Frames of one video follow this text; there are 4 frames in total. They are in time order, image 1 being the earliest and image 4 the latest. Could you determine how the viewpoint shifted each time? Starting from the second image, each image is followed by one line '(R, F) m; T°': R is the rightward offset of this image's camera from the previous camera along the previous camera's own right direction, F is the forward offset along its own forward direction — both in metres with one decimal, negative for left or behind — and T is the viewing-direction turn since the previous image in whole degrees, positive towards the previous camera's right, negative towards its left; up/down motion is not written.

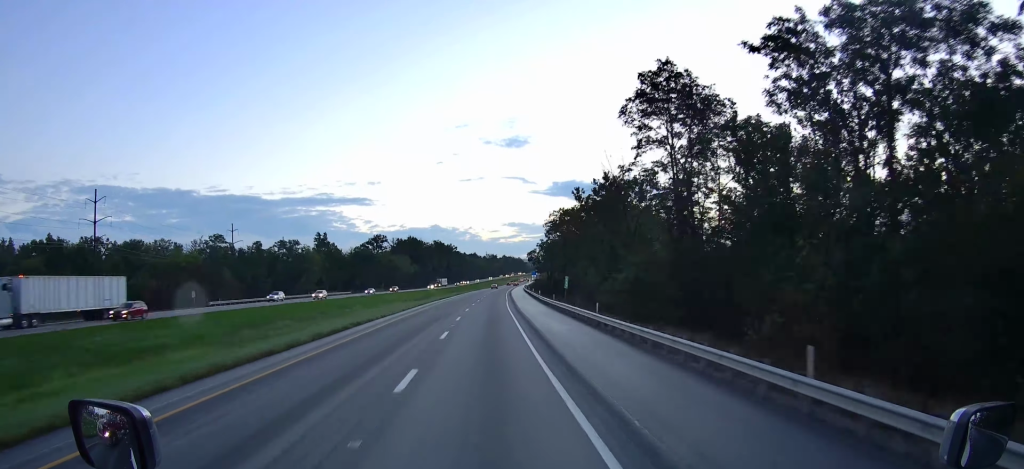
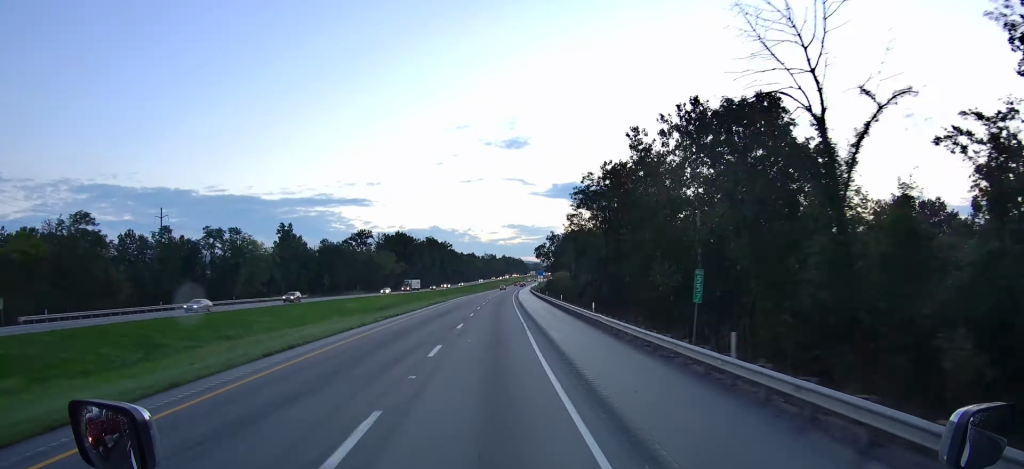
(+0.4, +42.2) m; +1°
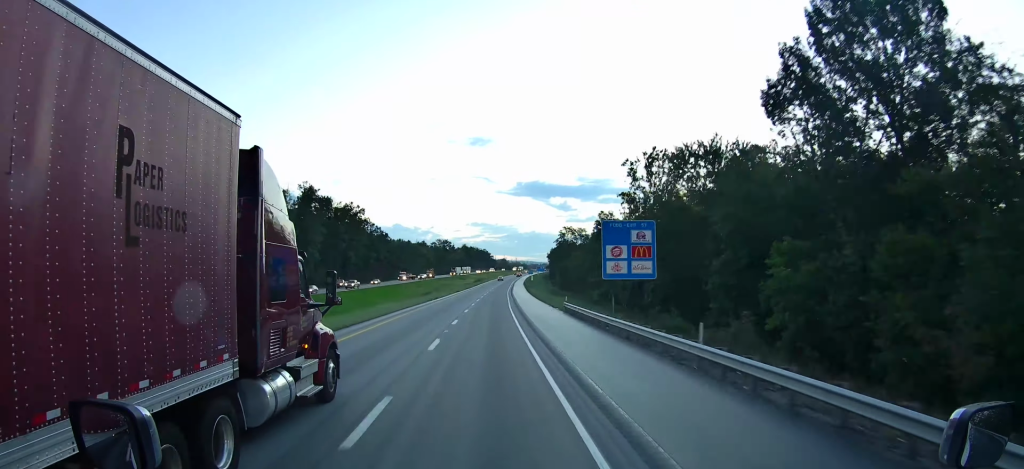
(+3.7, +179.9) m; +2°
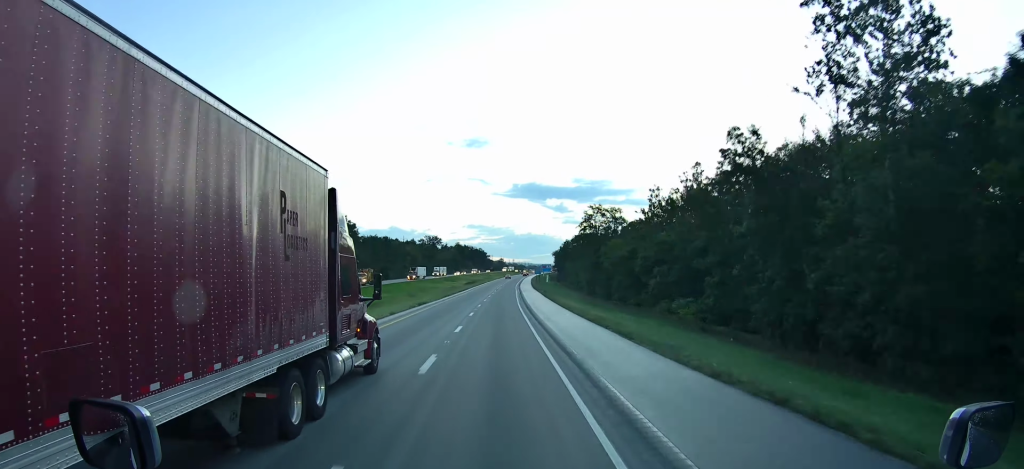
(+0.2, +53.3) m; +1°
